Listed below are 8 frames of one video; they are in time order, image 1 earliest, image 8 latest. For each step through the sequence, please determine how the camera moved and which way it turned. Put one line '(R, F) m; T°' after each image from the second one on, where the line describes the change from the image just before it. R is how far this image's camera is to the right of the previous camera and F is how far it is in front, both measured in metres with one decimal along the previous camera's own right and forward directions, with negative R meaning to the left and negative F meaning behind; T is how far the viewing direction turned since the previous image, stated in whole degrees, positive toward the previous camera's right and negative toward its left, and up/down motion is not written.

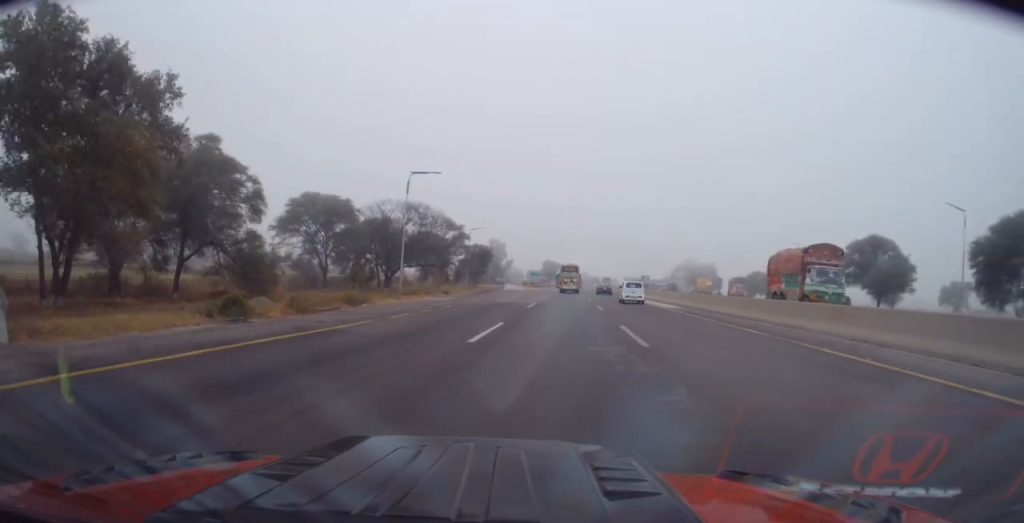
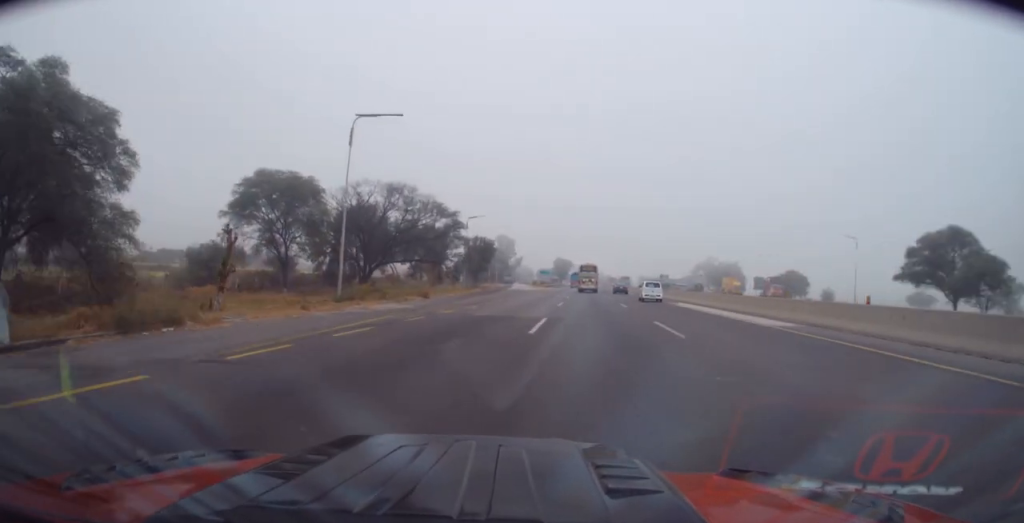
(-0.6, +15.9) m; -1°
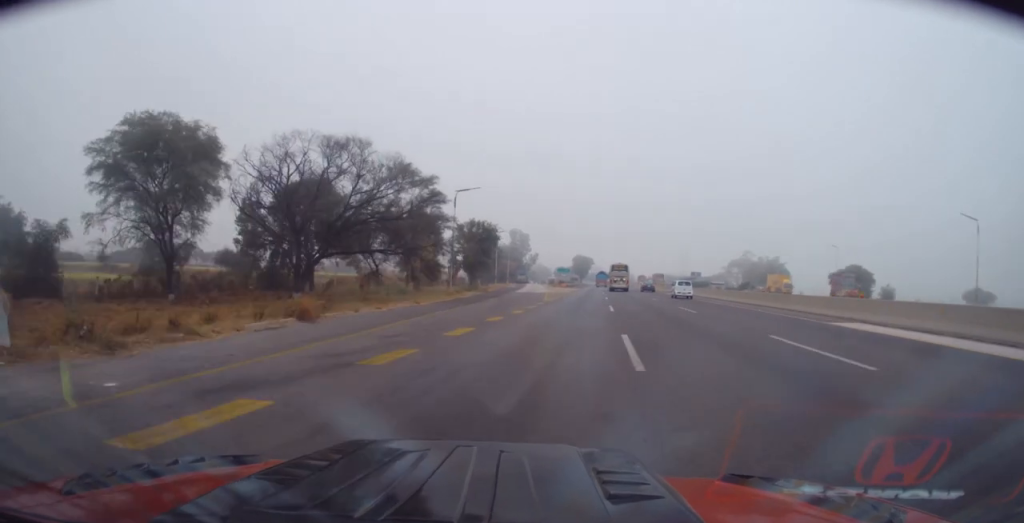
(-0.1, +23.4) m; -2°
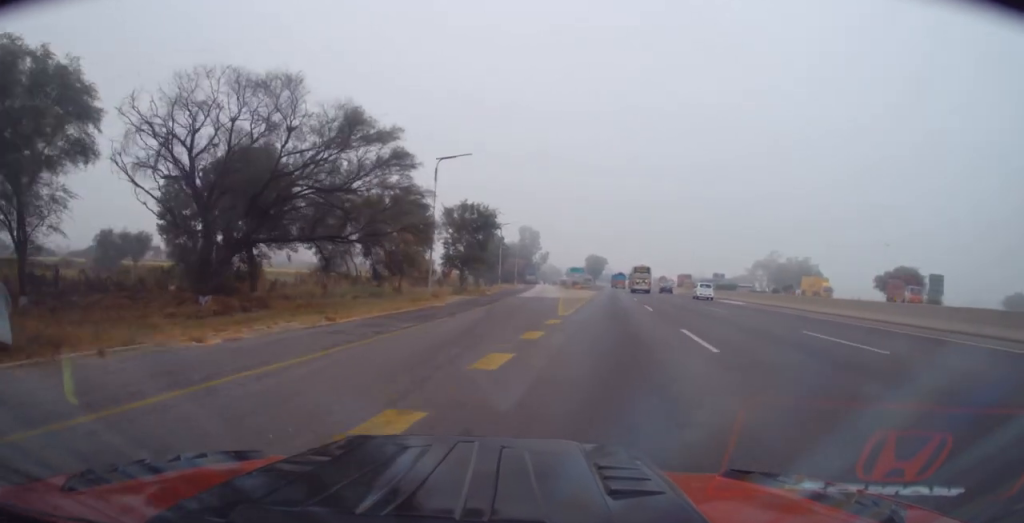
(-0.3, +14.9) m; -1°
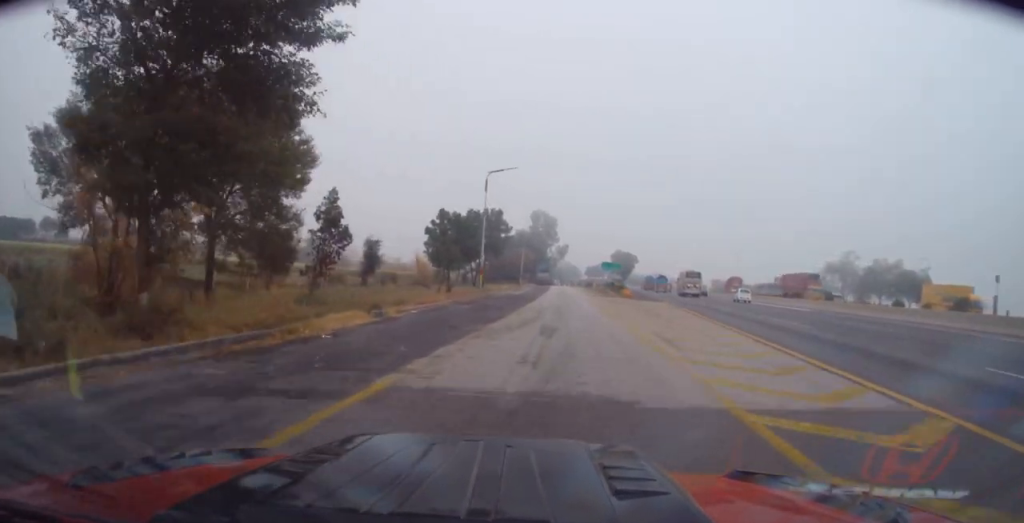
(+0.5, +43.0) m; +2°
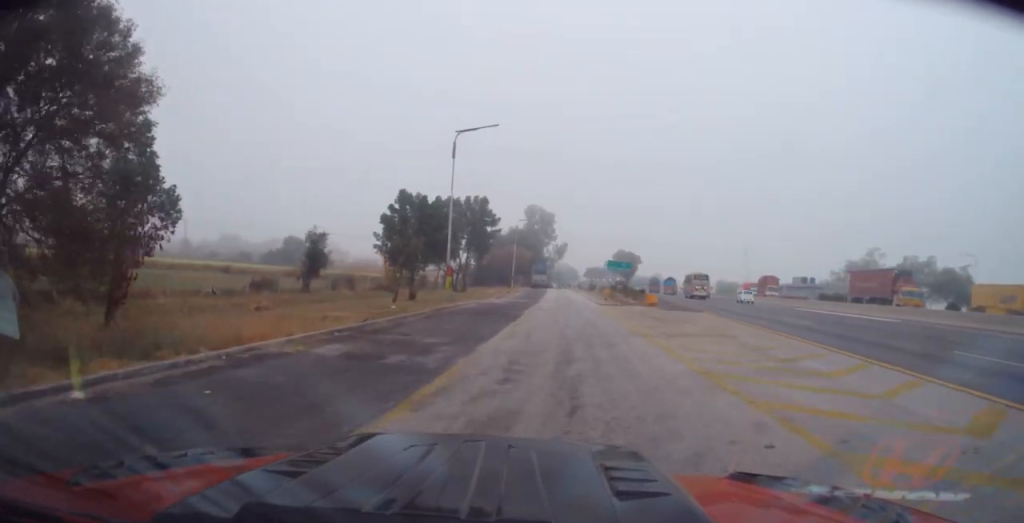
(-0.1, +14.1) m; -1°
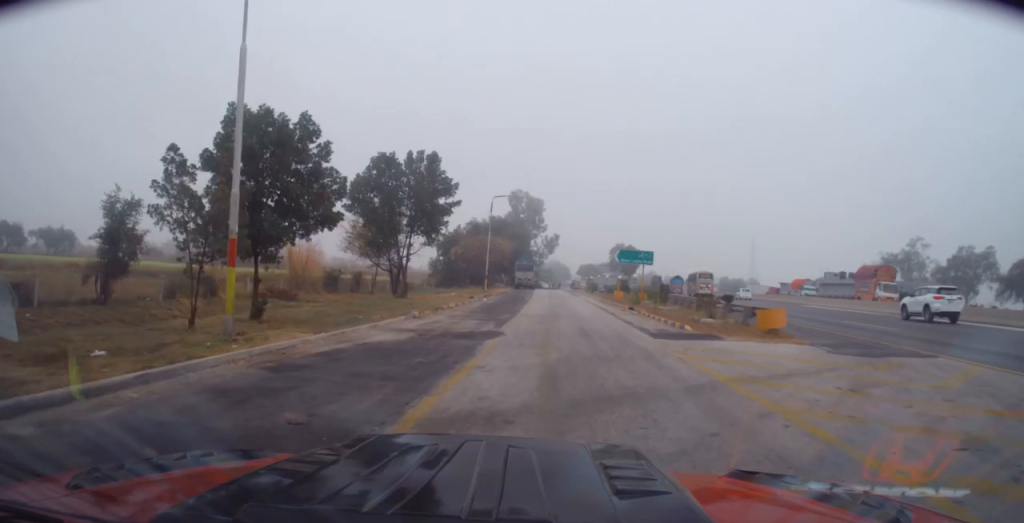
(-0.4, +22.2) m; -1°
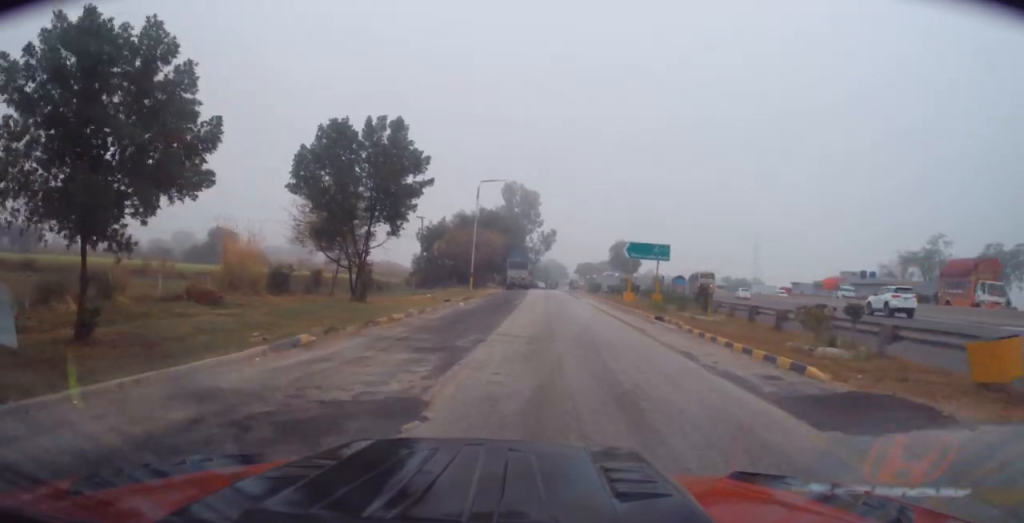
(-0.1, +9.0) m; 0°
